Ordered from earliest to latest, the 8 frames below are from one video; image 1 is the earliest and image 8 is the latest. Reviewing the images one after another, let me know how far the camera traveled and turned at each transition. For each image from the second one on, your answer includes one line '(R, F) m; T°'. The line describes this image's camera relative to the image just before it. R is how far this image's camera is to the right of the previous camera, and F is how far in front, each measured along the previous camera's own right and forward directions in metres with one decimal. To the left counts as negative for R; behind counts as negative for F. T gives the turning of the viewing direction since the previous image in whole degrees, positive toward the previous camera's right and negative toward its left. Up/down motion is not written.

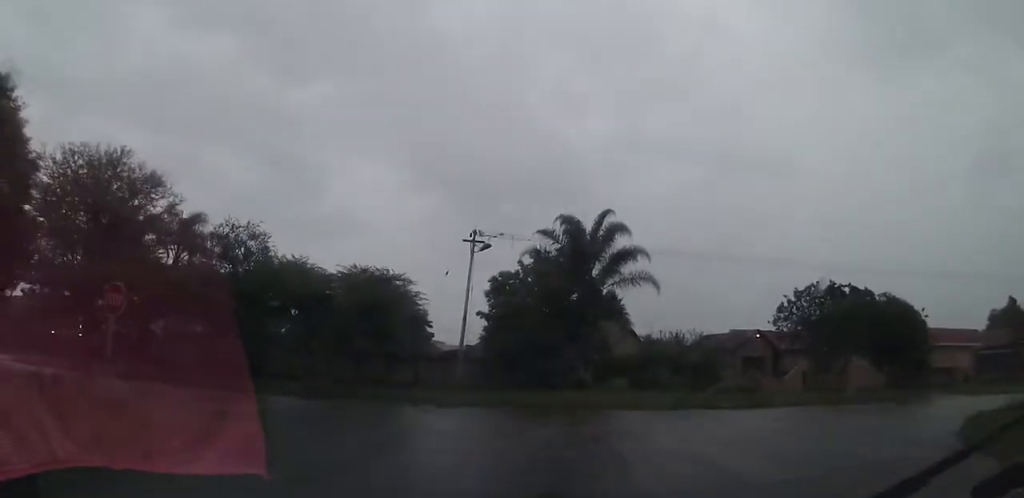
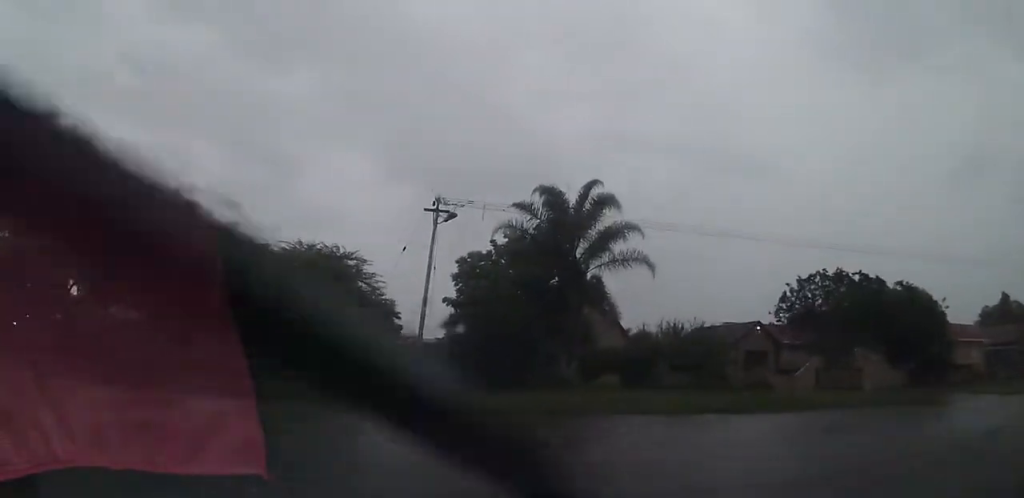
(+0.3, +5.8) m; +5°
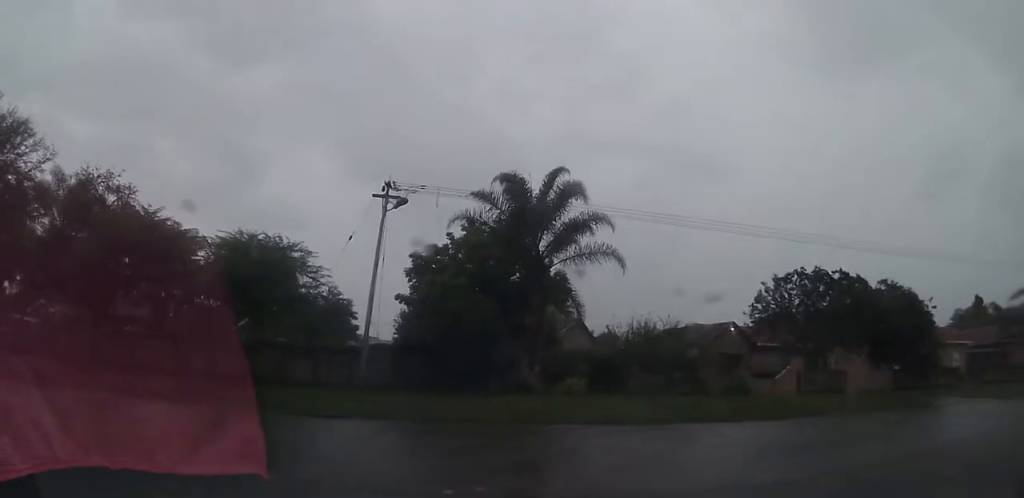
(+0.1, +3.6) m; -3°
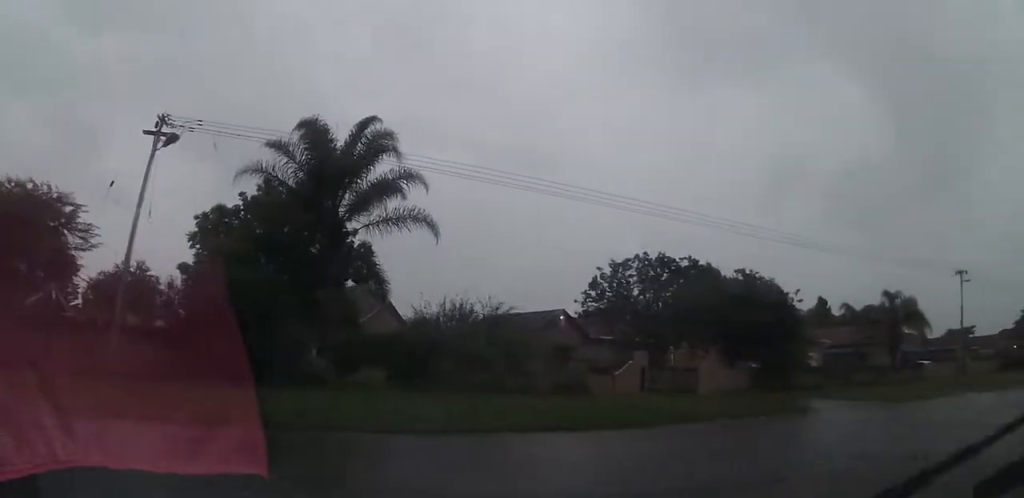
(-0.7, +5.0) m; +3°
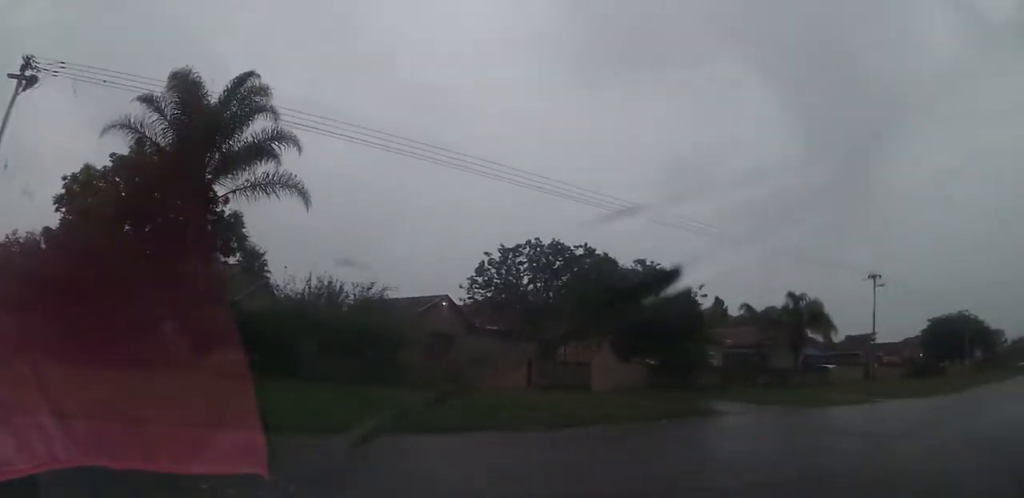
(-0.1, +1.1) m; +25°
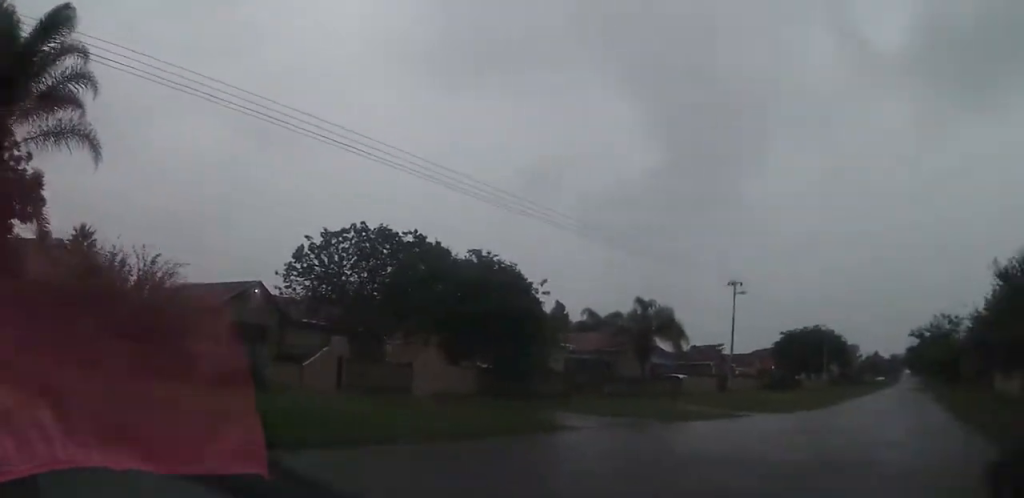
(+0.8, +1.8) m; +30°
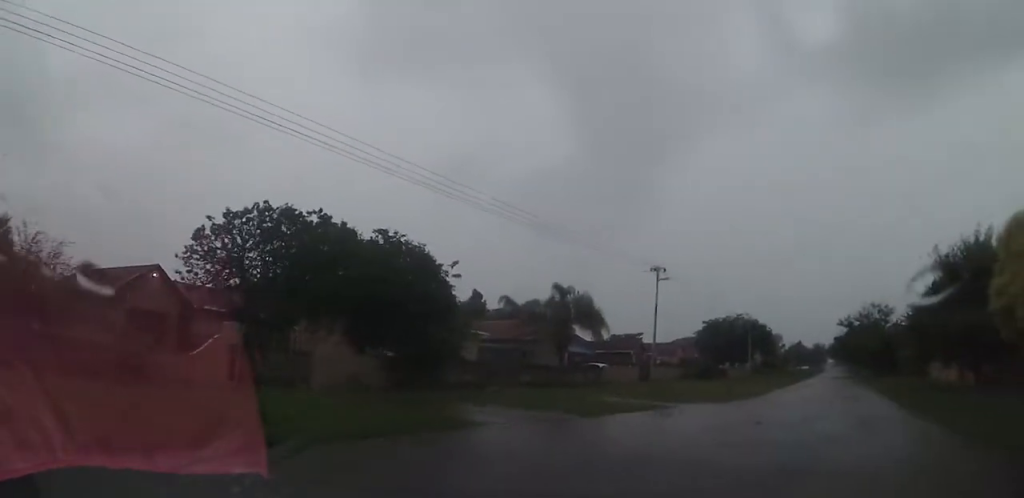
(+0.1, +1.1) m; +6°
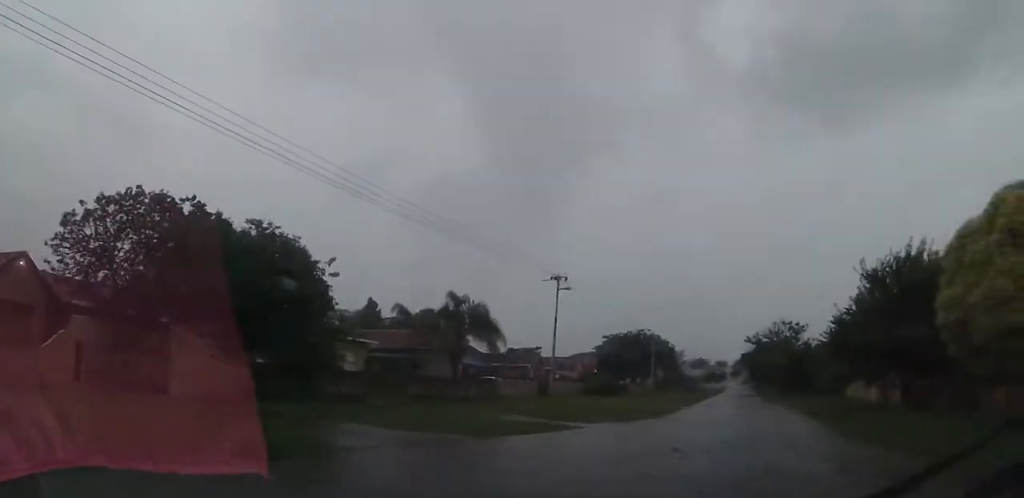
(+0.1, +1.7) m; +8°
